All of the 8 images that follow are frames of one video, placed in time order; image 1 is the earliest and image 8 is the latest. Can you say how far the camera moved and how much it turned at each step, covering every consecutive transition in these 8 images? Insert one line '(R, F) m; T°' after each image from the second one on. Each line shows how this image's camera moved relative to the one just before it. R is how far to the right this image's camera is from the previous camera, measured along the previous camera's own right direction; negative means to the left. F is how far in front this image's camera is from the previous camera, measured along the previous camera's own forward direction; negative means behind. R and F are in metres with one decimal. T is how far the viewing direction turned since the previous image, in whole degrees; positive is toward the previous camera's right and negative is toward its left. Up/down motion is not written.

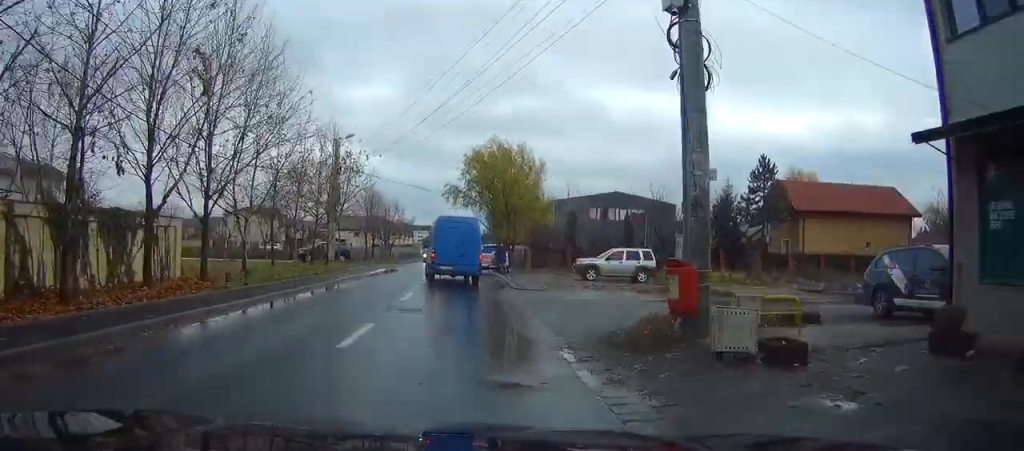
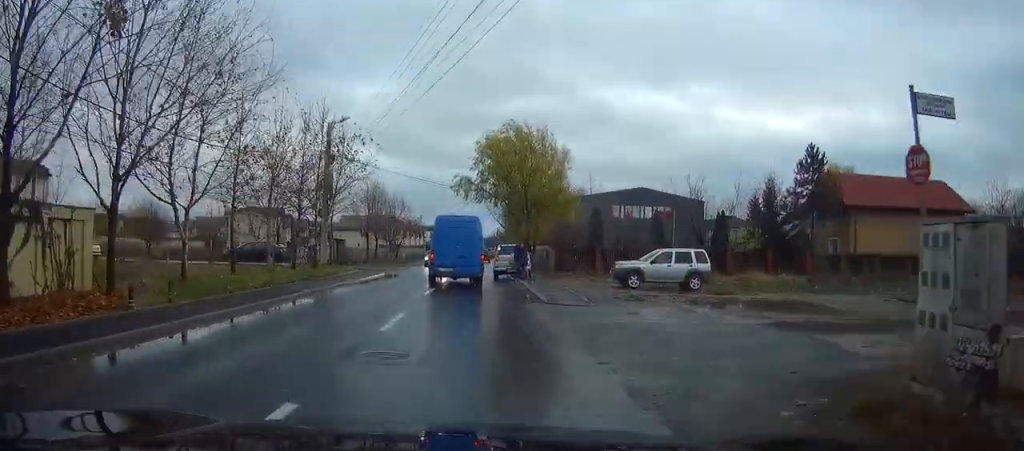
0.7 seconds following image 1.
(0.0, +6.7) m; +1°
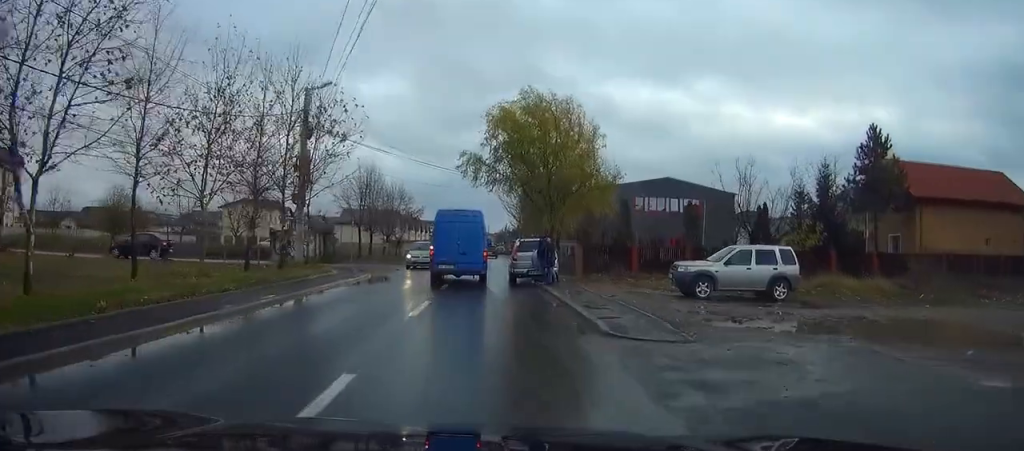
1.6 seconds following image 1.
(+0.2, +7.9) m; 0°
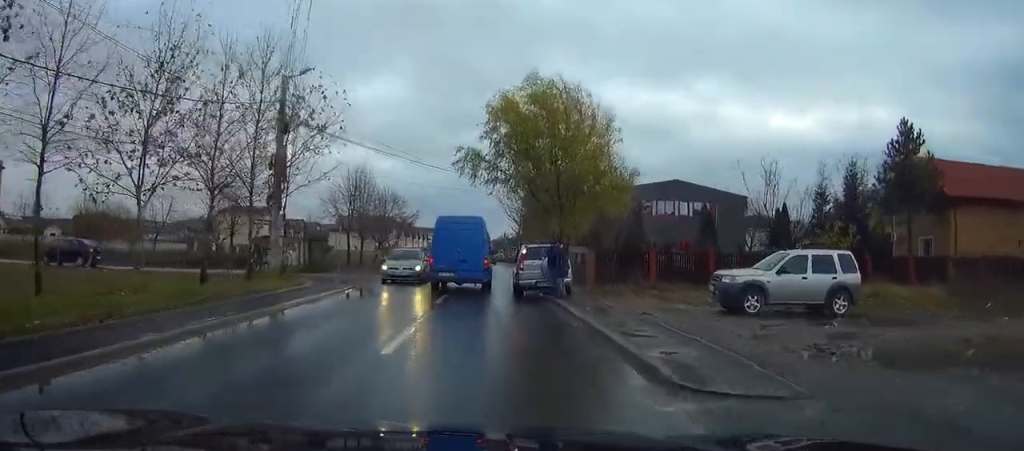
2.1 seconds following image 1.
(+0.1, +4.0) m; -1°
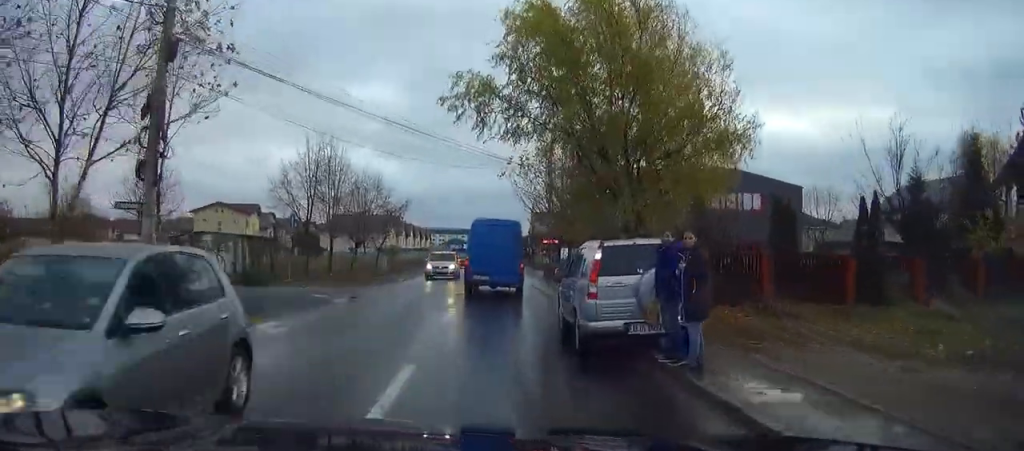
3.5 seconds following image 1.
(-0.6, +12.4) m; -4°
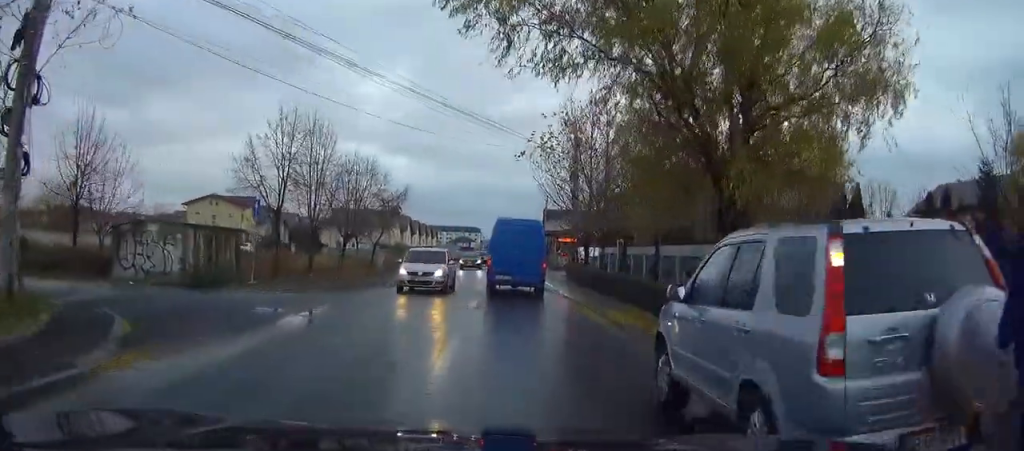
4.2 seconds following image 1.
(-0.1, +6.3) m; 0°
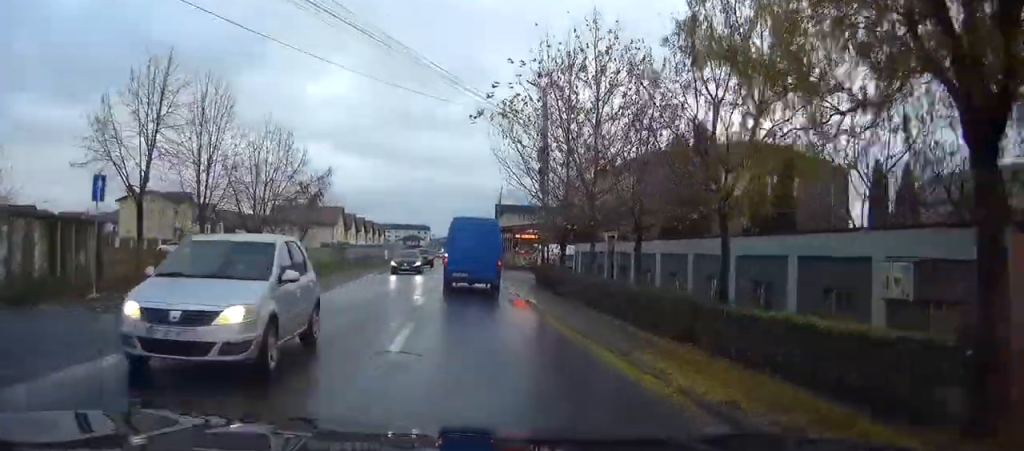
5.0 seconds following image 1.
(-0.1, +7.7) m; +2°
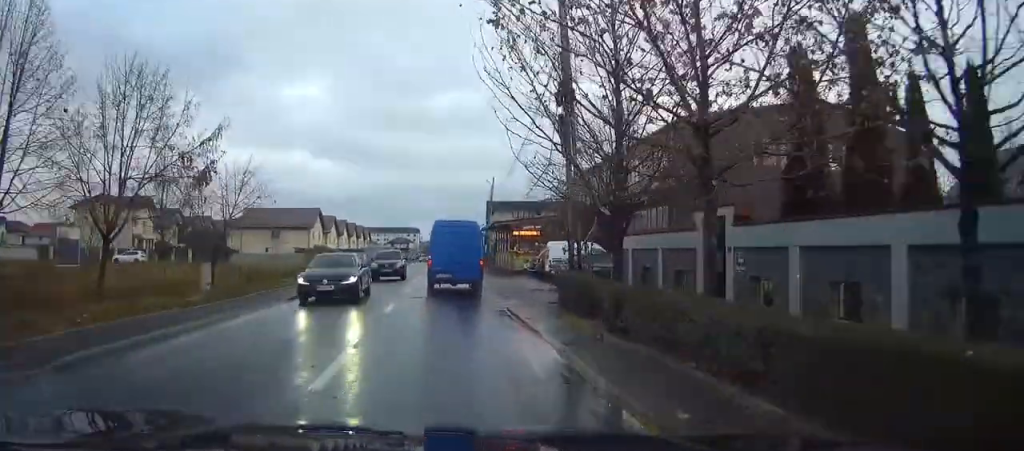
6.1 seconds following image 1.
(+0.4, +11.0) m; +2°
